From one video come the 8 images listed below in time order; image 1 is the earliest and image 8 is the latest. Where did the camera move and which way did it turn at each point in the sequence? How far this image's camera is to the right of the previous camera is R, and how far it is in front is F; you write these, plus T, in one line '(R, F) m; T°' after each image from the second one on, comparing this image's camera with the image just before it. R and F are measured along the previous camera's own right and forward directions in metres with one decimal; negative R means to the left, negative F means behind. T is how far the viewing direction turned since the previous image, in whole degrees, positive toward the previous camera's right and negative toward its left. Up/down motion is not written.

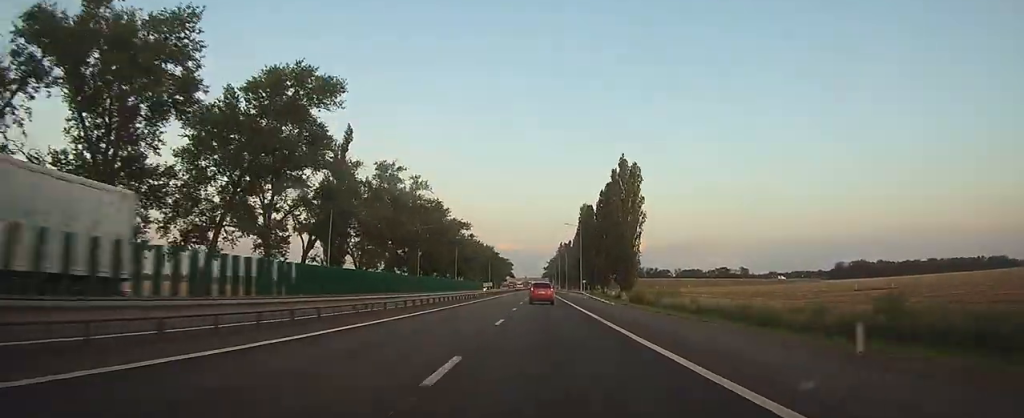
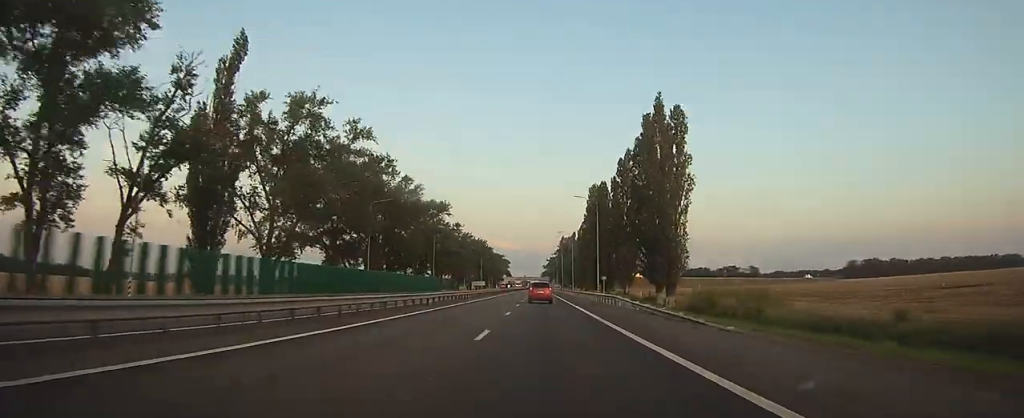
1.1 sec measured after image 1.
(+0.1, +29.3) m; 0°
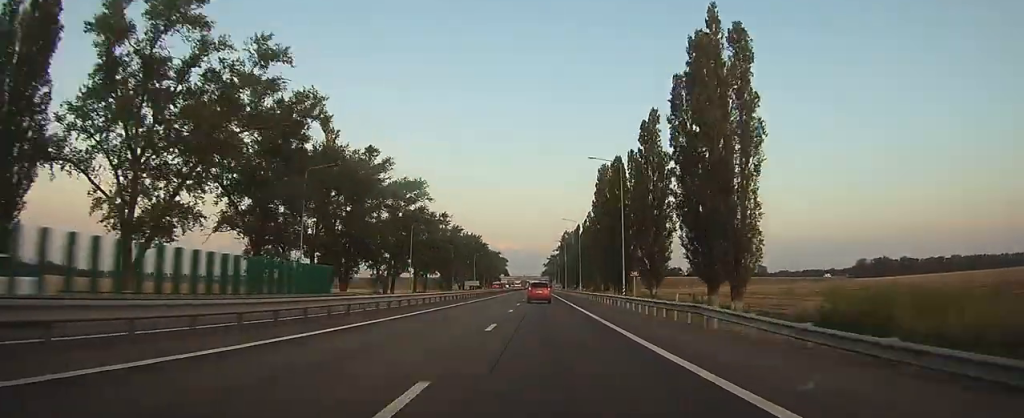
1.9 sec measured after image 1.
(+0.1, +20.6) m; 0°
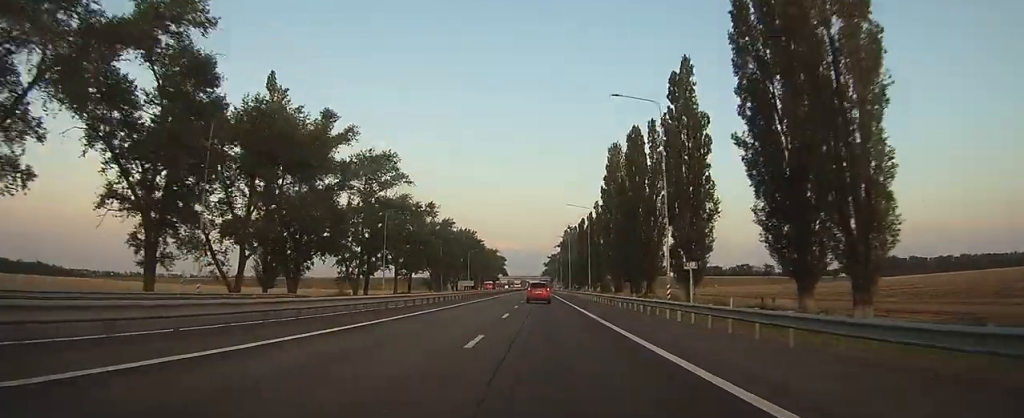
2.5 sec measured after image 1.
(0.0, +16.3) m; 0°
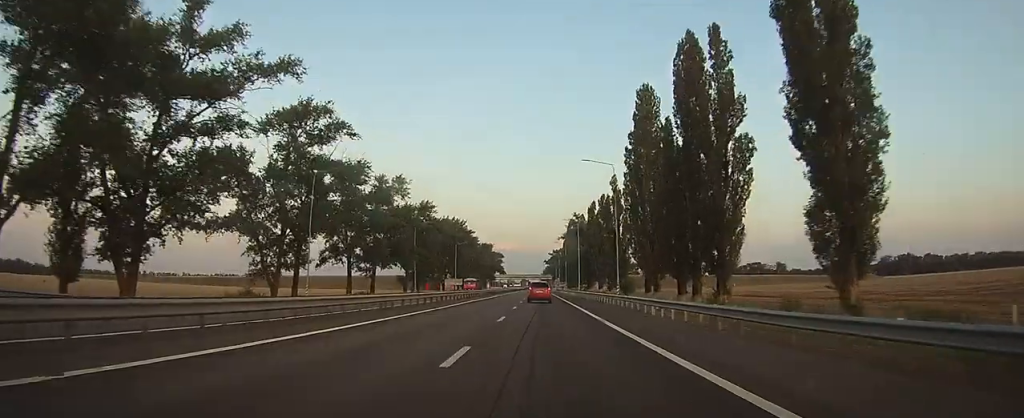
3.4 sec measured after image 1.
(0.0, +26.6) m; 0°
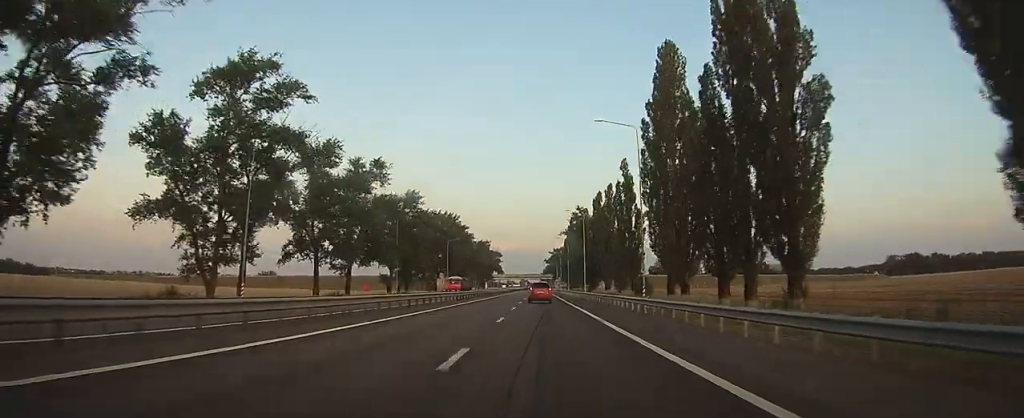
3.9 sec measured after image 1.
(0.0, +12.0) m; 0°
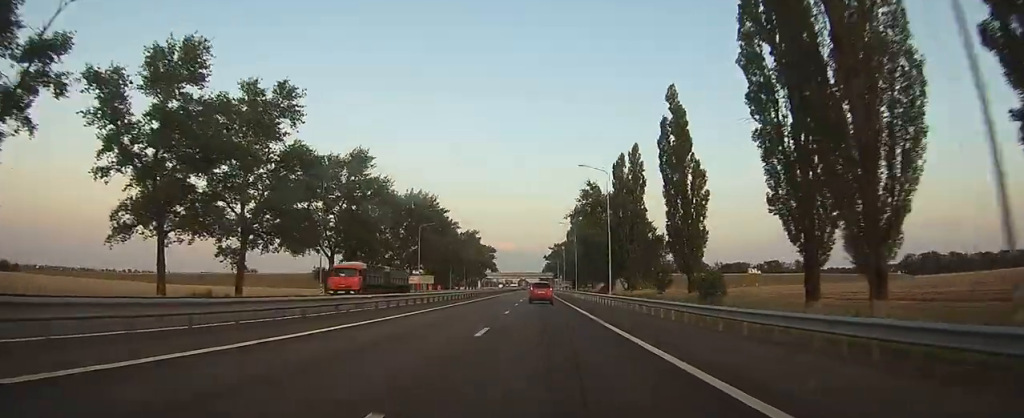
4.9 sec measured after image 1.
(+0.1, +29.8) m; 0°
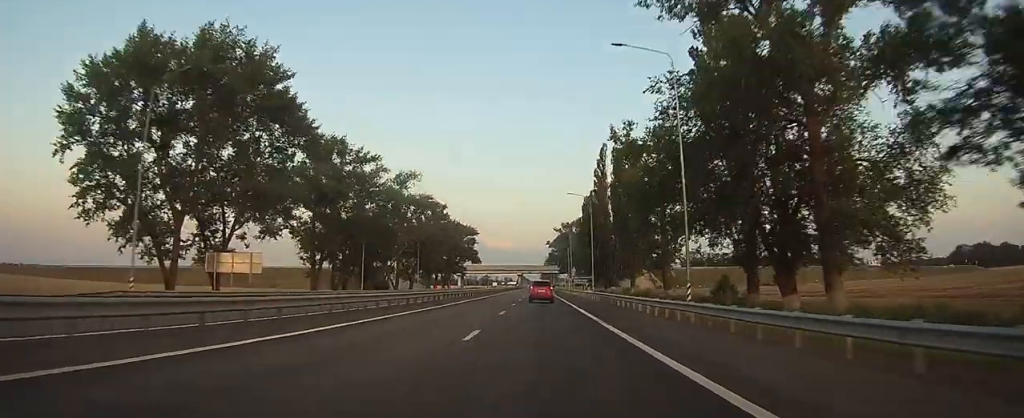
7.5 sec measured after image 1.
(-0.4, +72.5) m; -1°
